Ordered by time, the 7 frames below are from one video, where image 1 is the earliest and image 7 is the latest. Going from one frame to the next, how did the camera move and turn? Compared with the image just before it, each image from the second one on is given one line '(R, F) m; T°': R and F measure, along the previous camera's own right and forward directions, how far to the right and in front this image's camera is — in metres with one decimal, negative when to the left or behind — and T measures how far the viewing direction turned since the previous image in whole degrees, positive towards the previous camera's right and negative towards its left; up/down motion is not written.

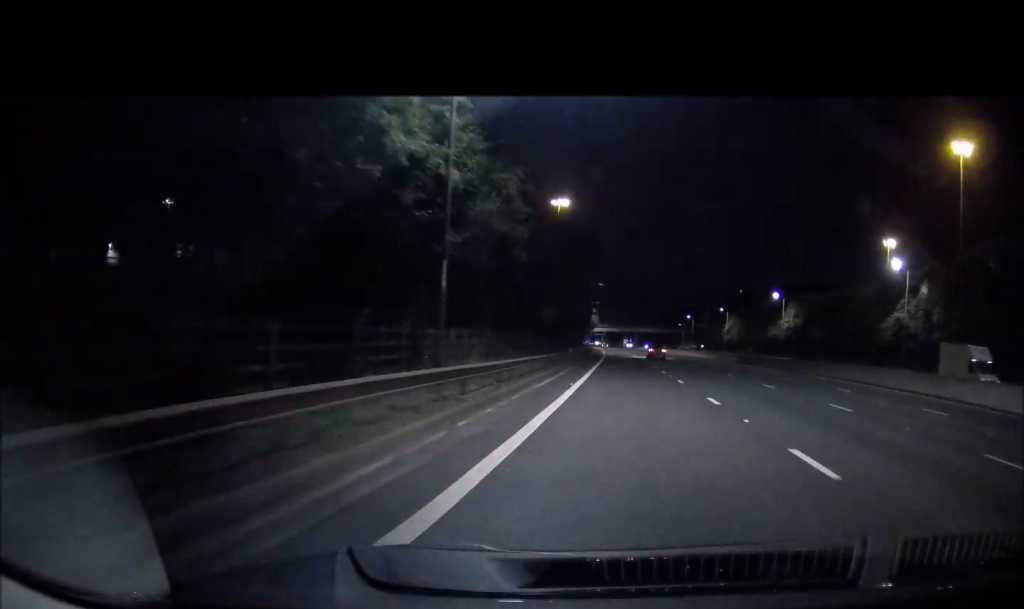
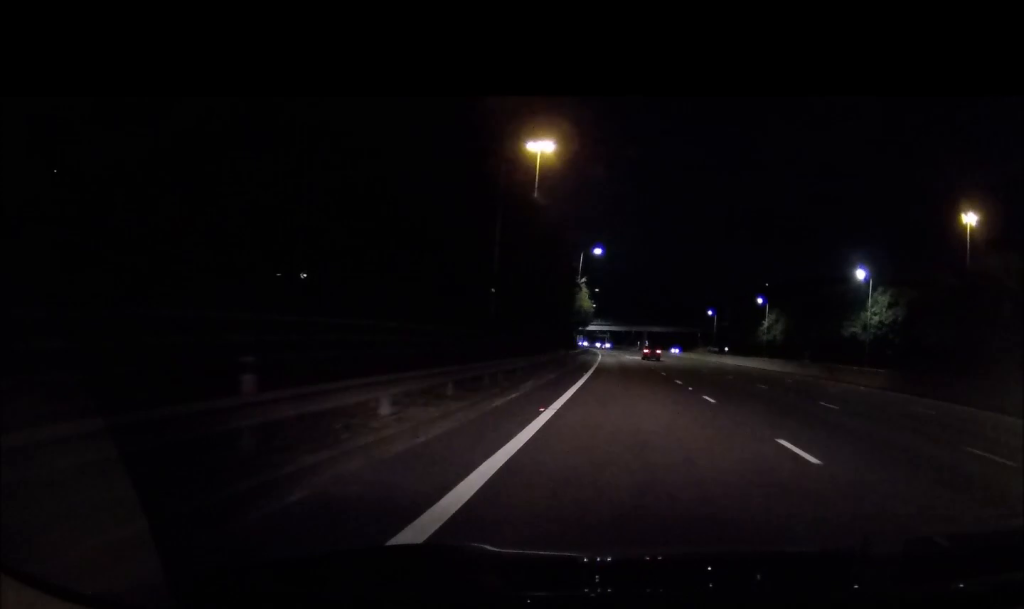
(-0.5, +43.2) m; -1°
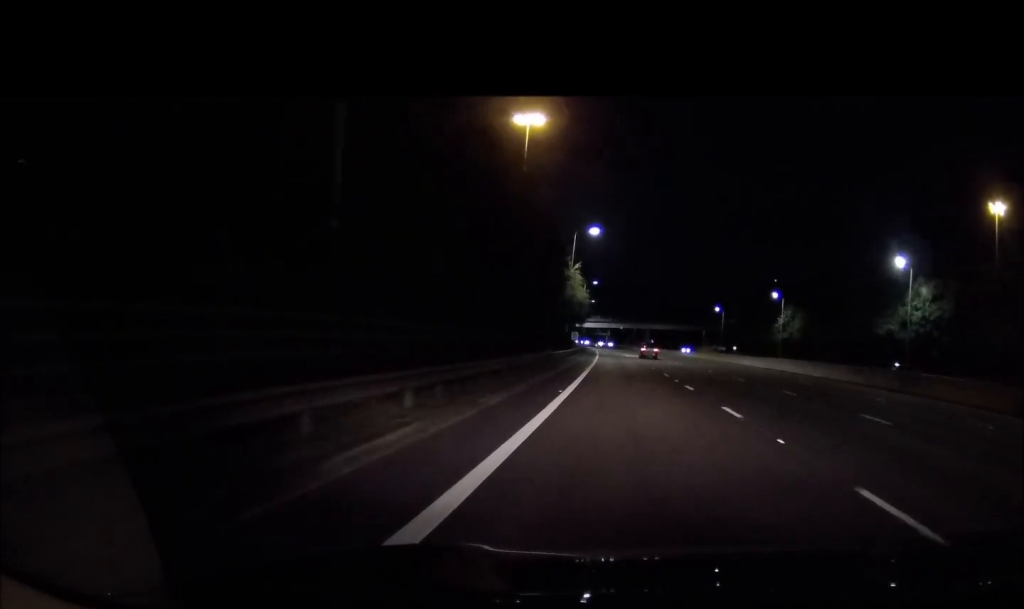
(0.0, +12.5) m; 0°
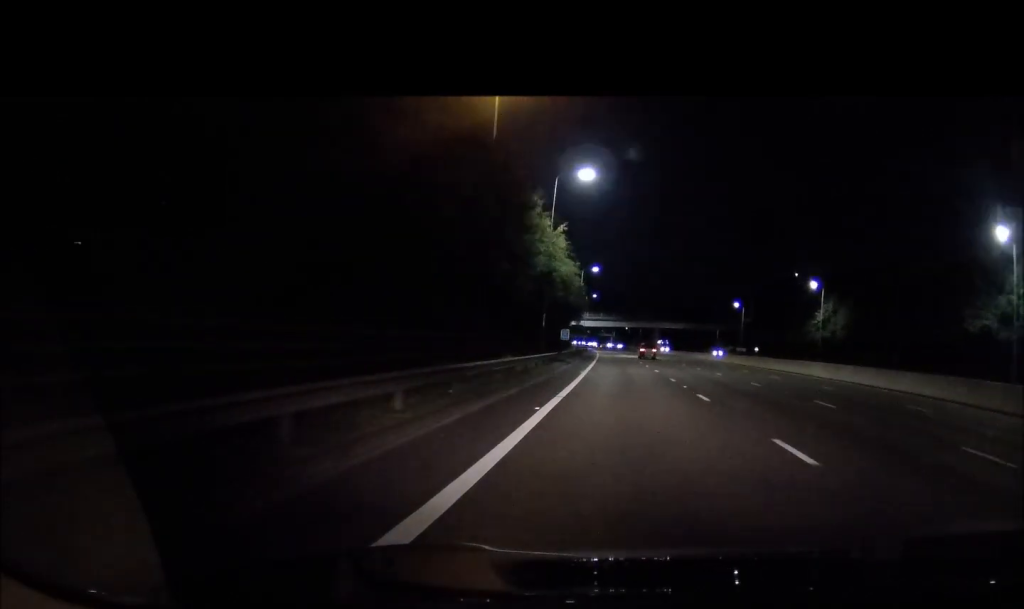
(0.0, +22.2) m; 0°
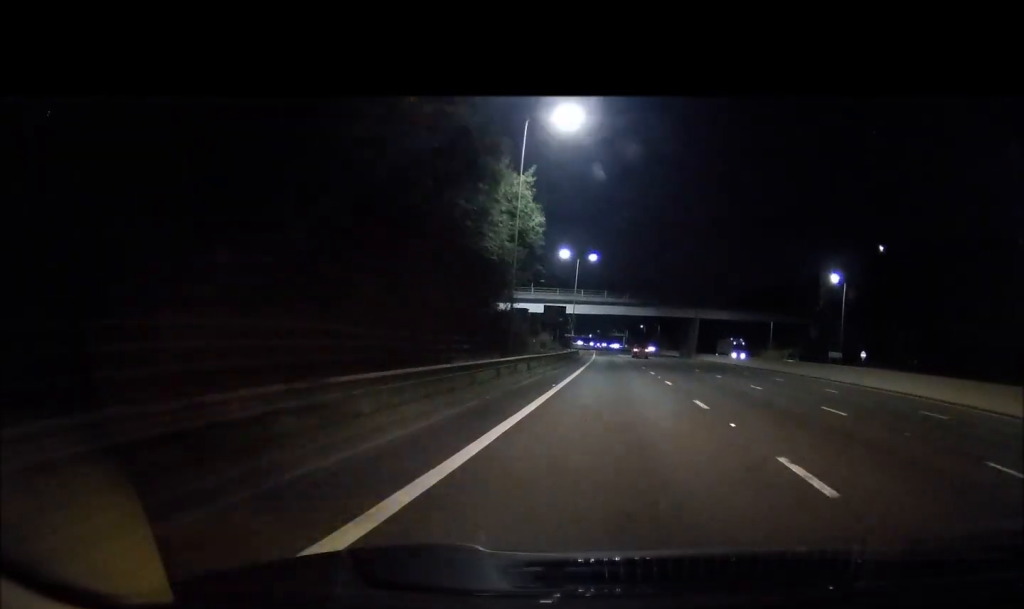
(-0.9, +64.3) m; -1°
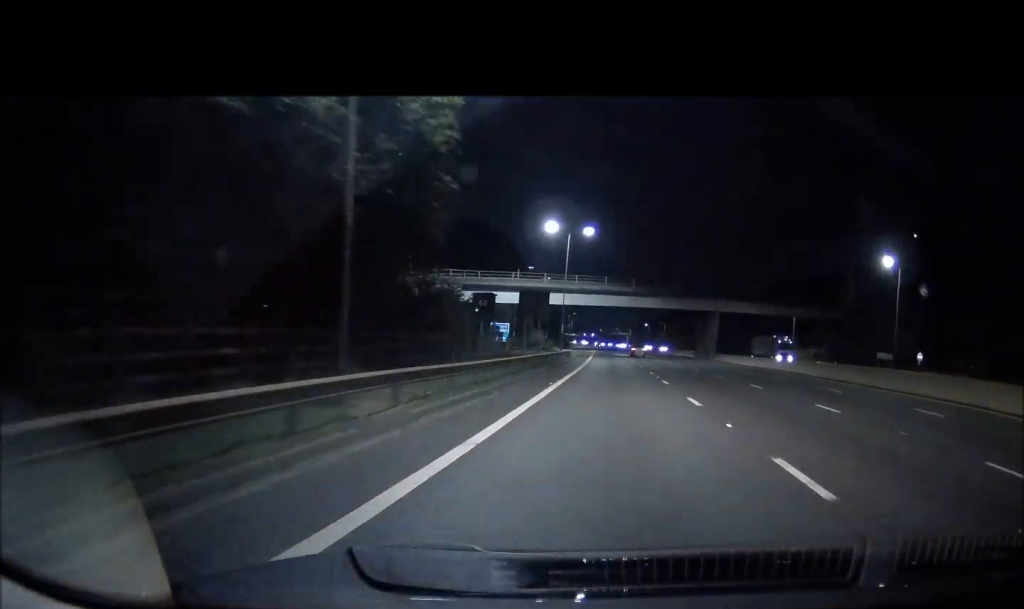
(+0.1, +18.2) m; 0°
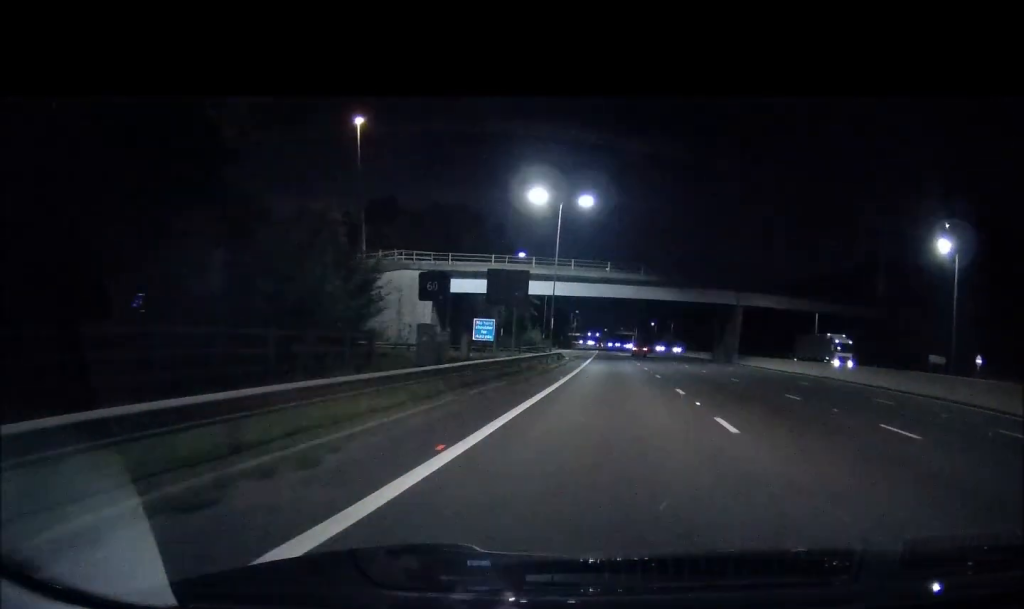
(+0.2, +13.5) m; 0°
